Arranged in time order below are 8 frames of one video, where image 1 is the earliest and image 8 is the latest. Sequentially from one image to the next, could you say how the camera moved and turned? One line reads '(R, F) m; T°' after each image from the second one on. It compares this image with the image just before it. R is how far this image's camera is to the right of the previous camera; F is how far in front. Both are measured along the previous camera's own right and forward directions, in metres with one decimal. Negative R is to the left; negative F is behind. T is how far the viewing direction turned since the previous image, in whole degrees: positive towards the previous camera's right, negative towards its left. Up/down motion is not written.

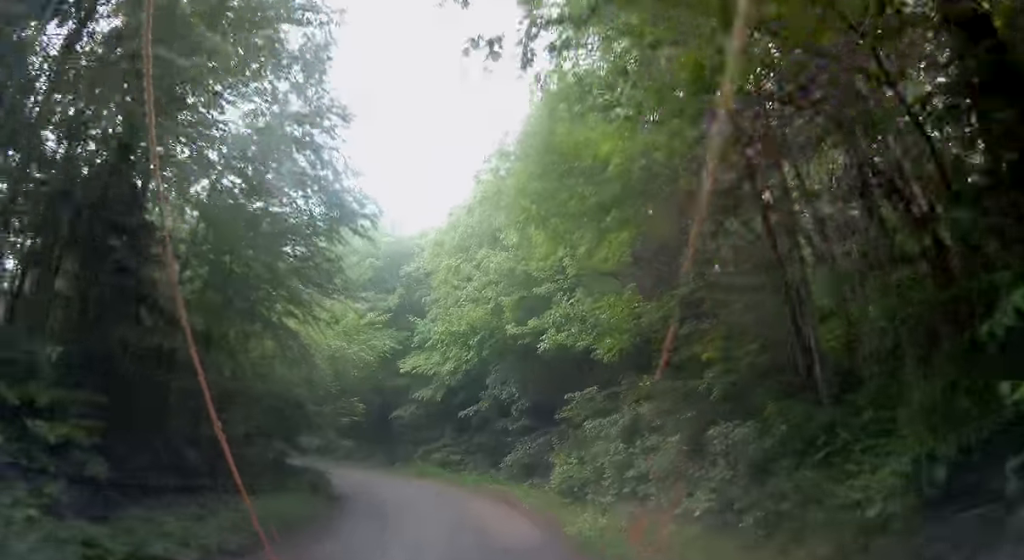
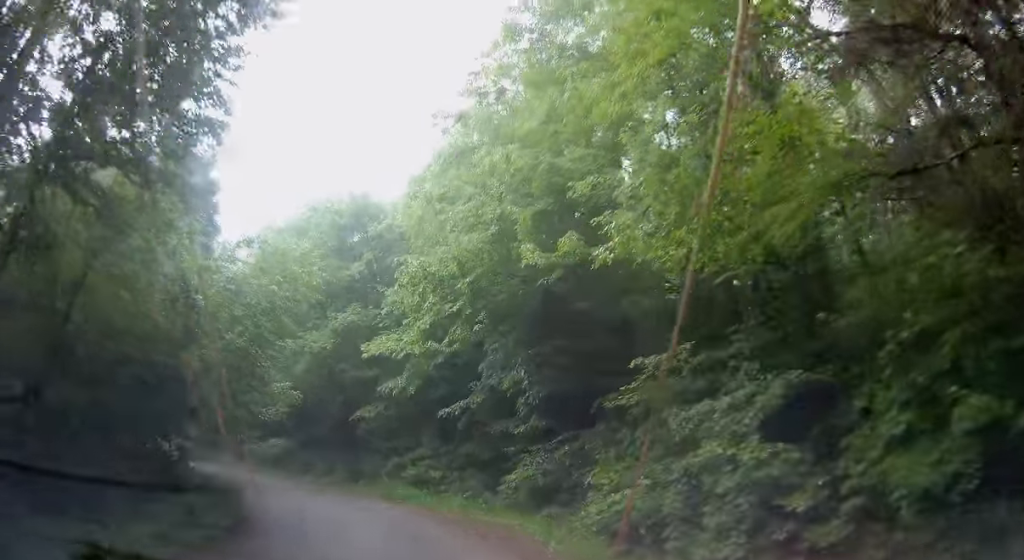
(0.0, +8.9) m; +1°
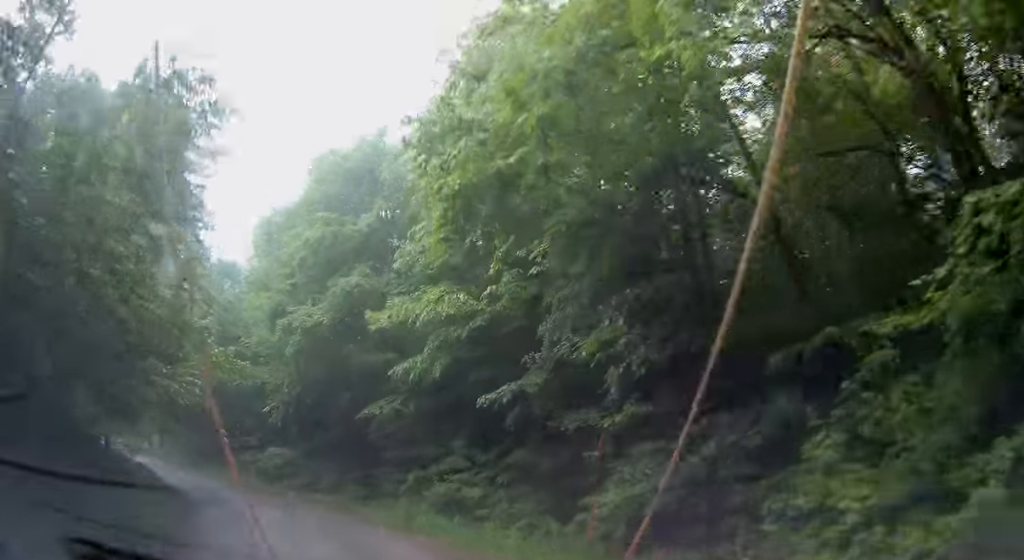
(+0.2, +7.5) m; -2°
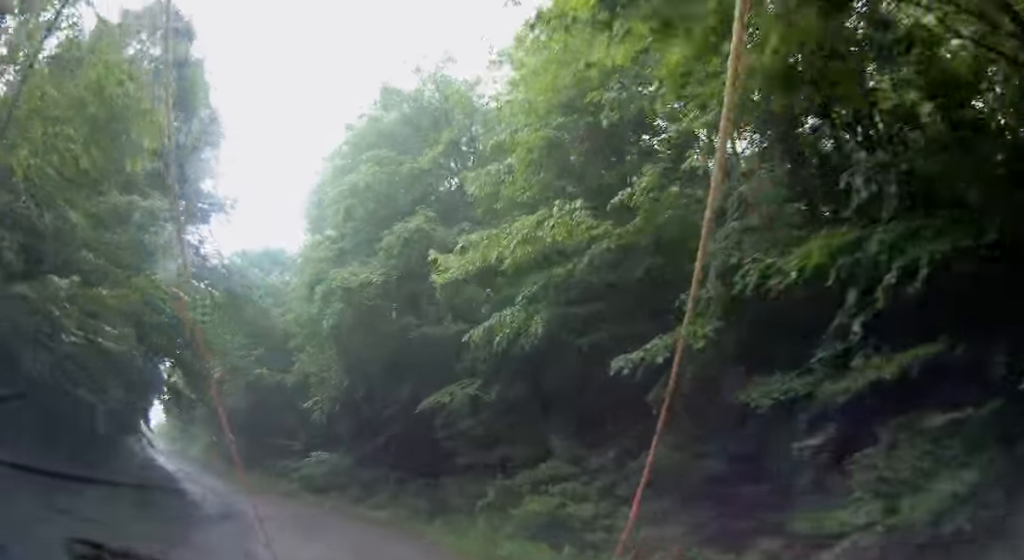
(-0.1, +5.4) m; -5°
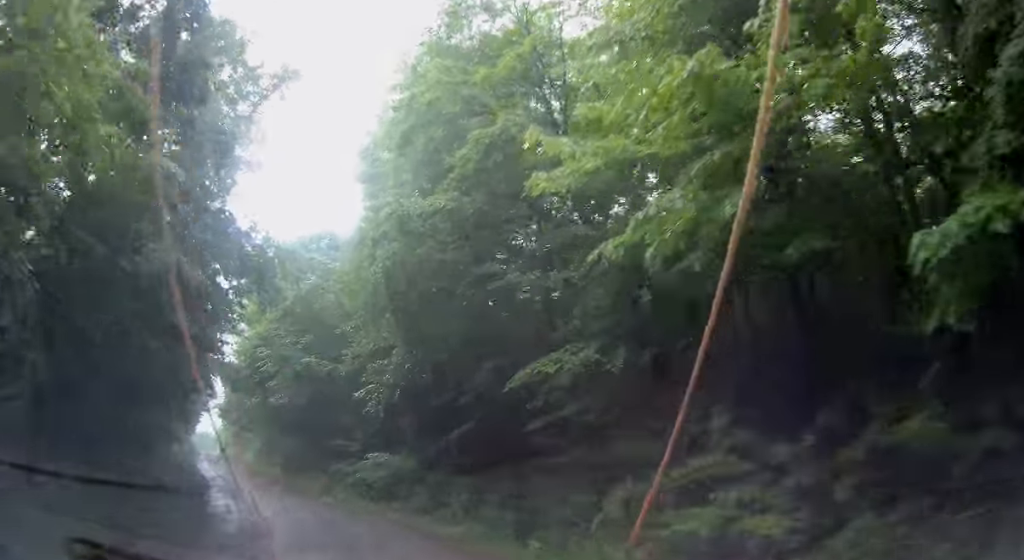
(-0.4, +4.4) m; -5°
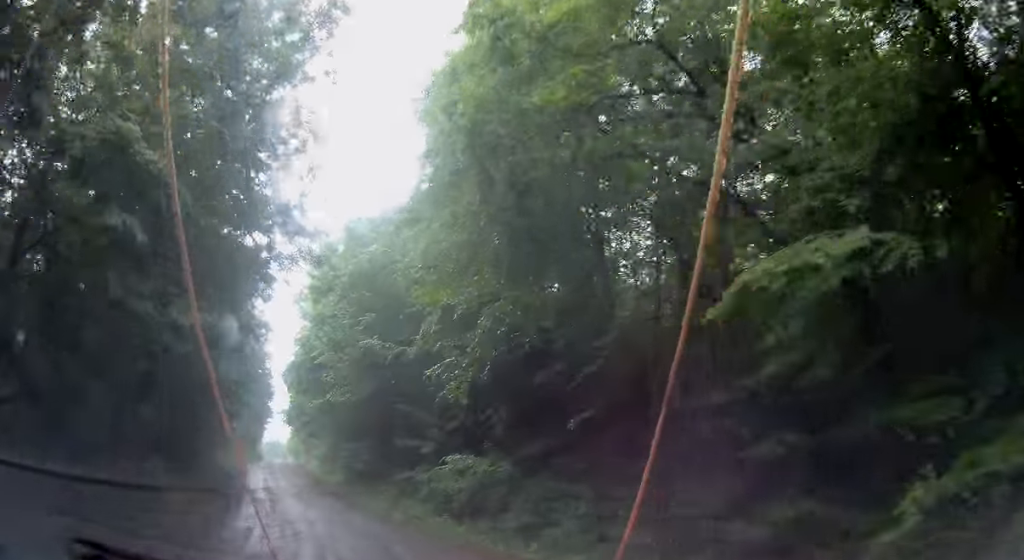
(-0.3, +5.0) m; -6°
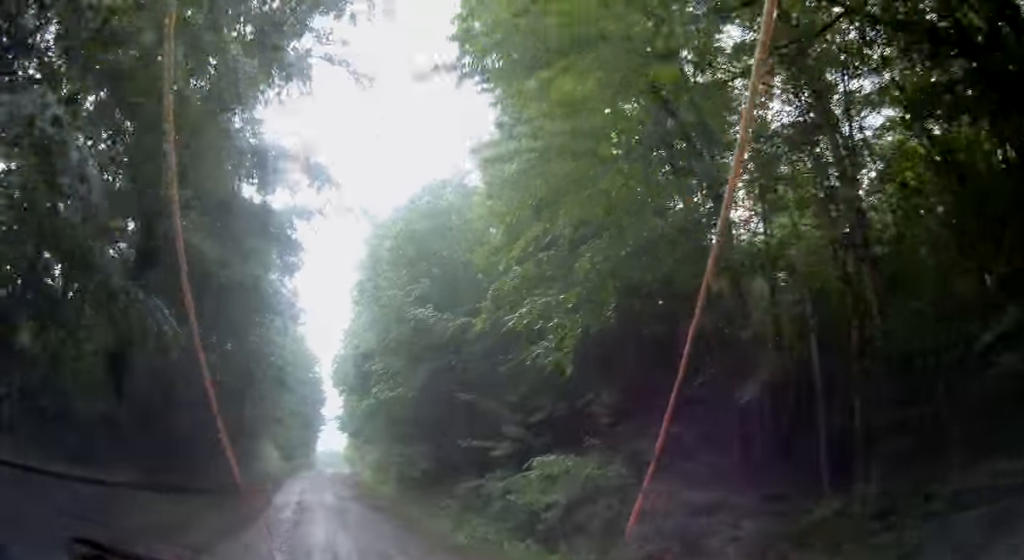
(0.0, +4.8) m; -7°
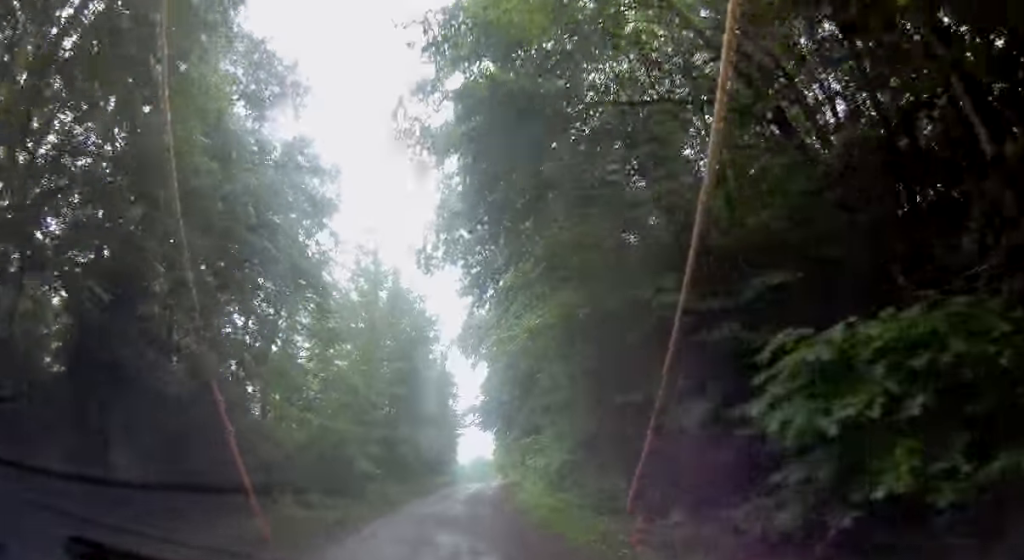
(-3.4, +21.3) m; -14°
